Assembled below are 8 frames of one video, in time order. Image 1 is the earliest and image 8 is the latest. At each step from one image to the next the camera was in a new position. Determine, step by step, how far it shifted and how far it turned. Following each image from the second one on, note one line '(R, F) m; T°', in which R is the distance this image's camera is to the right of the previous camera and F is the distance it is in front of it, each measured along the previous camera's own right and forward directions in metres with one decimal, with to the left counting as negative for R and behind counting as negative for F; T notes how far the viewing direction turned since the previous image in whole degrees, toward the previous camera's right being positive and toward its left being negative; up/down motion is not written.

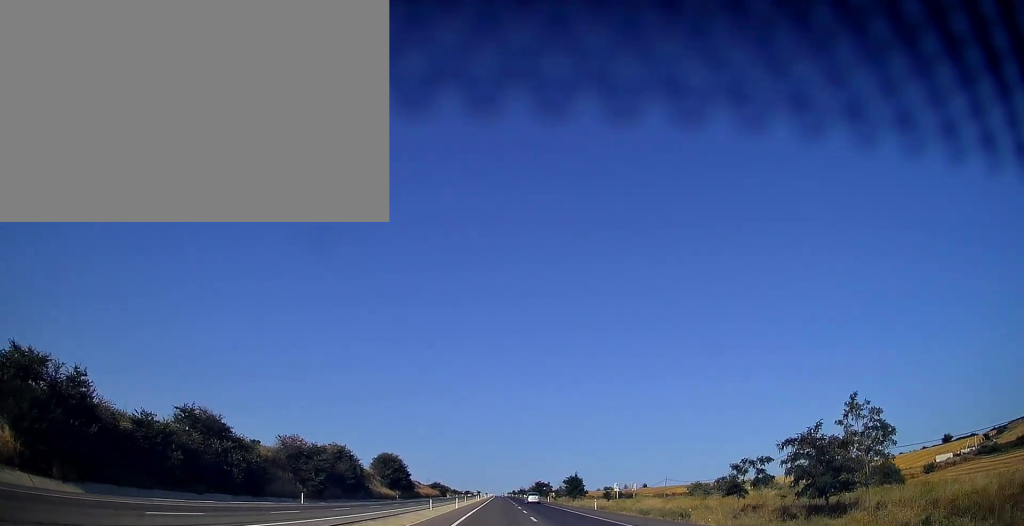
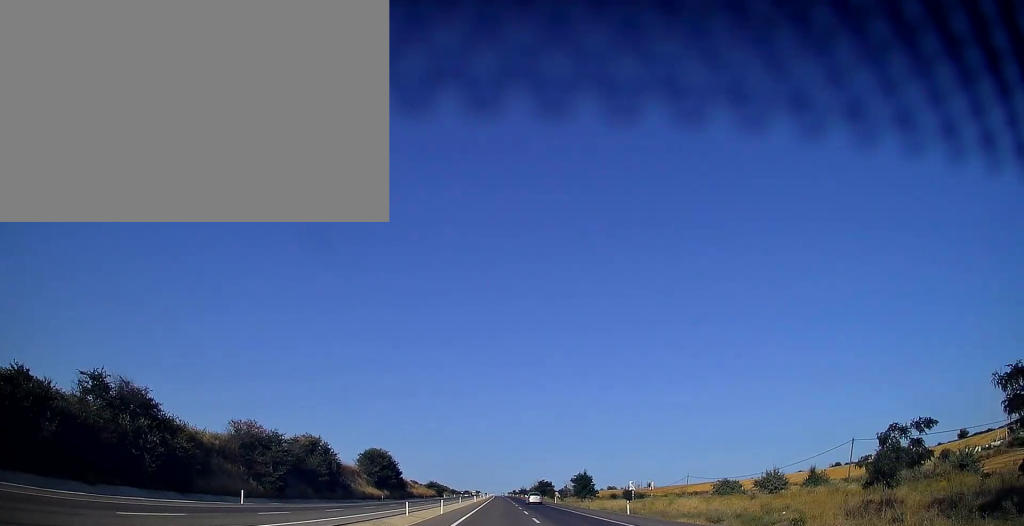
(0.0, +13.7) m; 0°
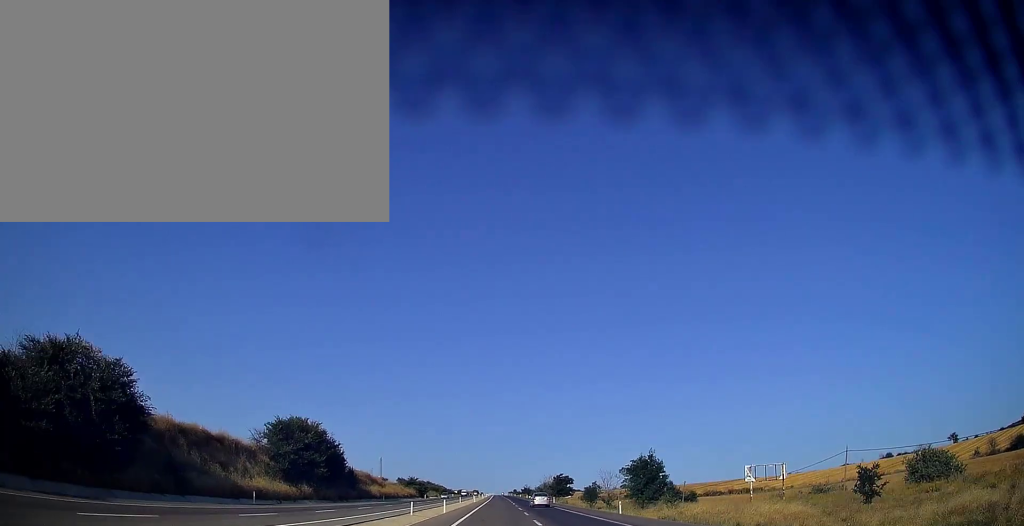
(-0.1, +50.9) m; 0°
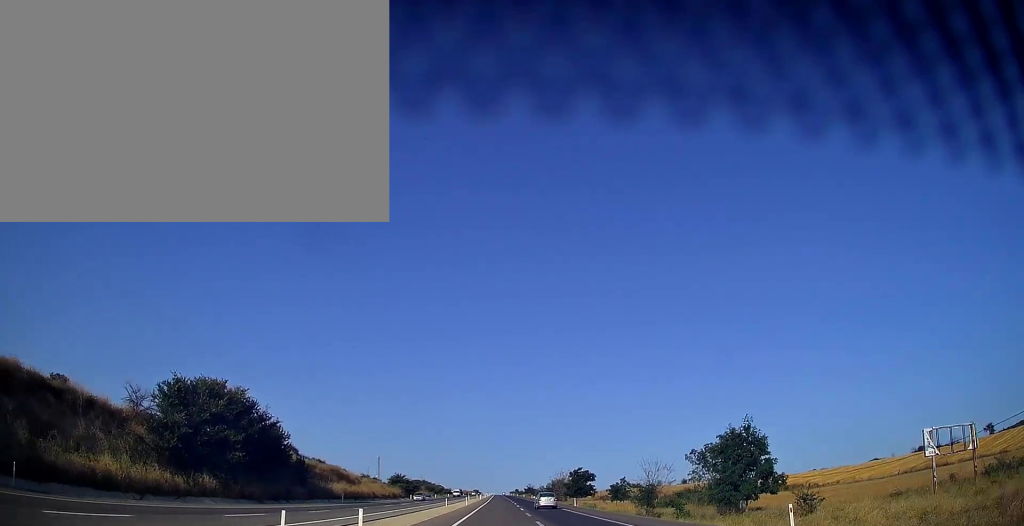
(0.0, +25.4) m; 0°
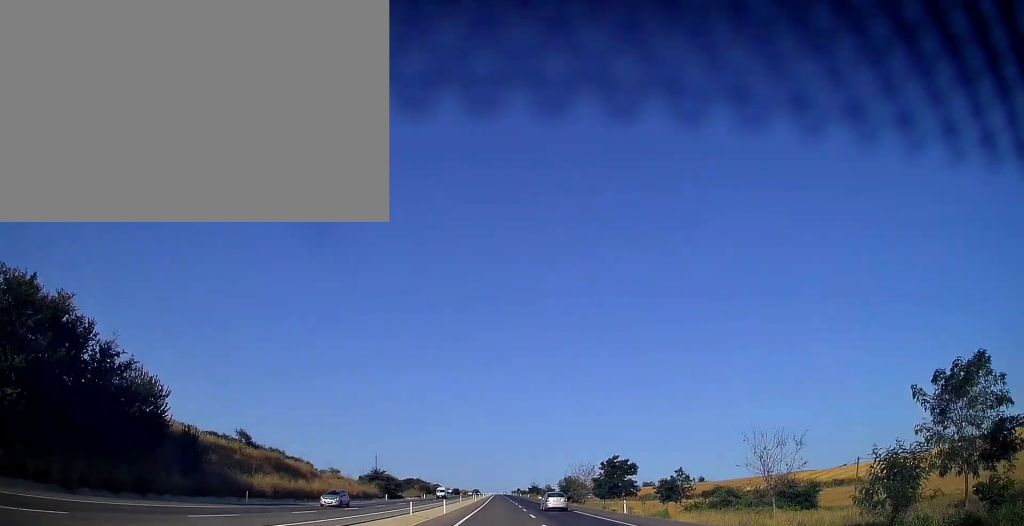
(0.0, +26.4) m; 0°
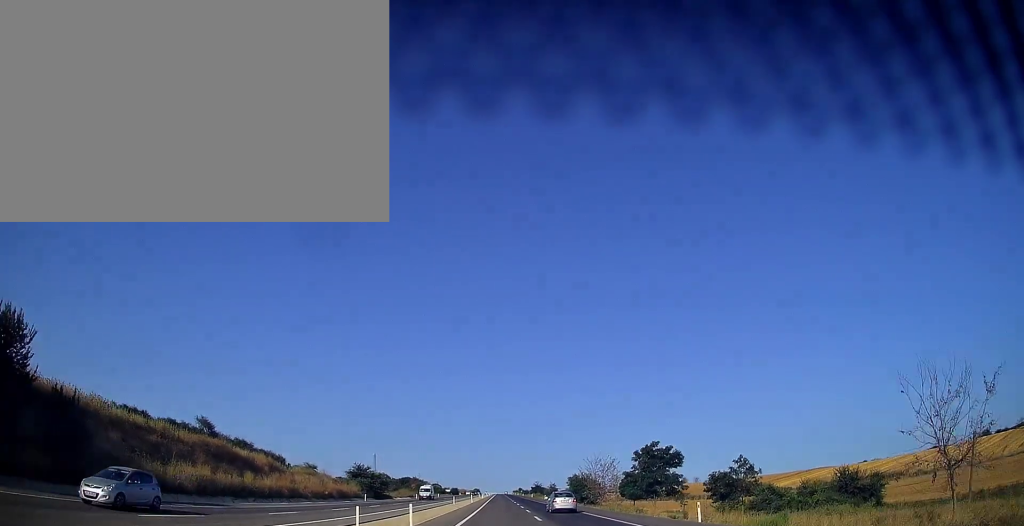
(+0.1, +16.6) m; 0°
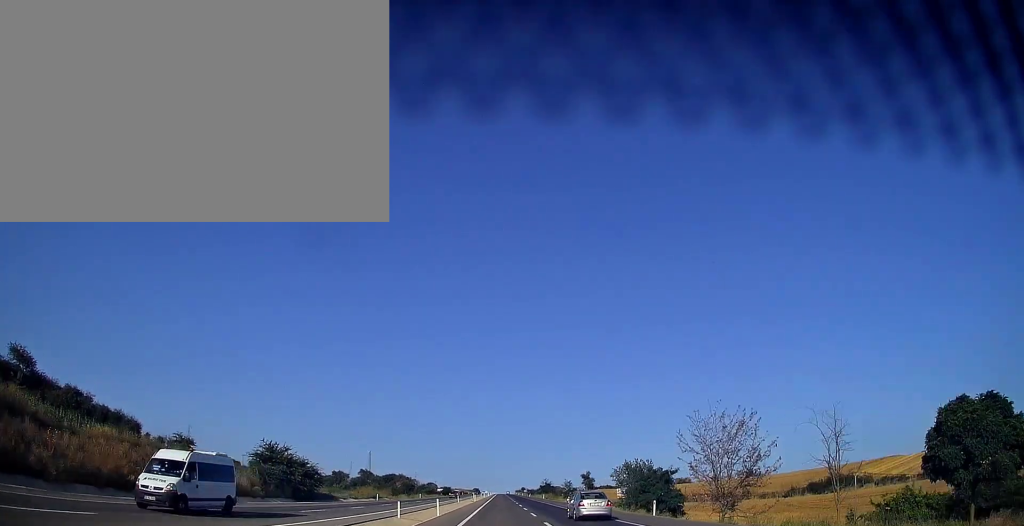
(-0.2, +42.0) m; 0°
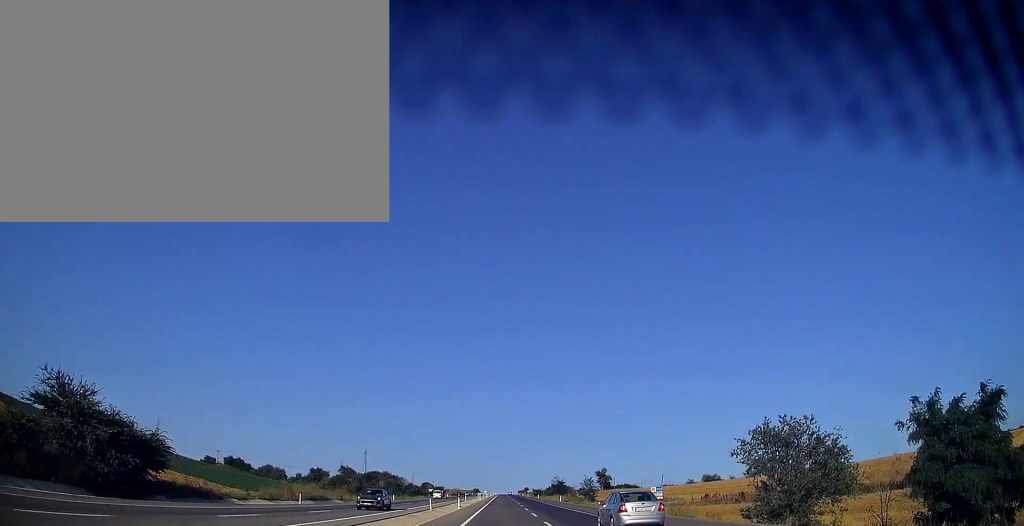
(+0.1, +35.2) m; 0°
